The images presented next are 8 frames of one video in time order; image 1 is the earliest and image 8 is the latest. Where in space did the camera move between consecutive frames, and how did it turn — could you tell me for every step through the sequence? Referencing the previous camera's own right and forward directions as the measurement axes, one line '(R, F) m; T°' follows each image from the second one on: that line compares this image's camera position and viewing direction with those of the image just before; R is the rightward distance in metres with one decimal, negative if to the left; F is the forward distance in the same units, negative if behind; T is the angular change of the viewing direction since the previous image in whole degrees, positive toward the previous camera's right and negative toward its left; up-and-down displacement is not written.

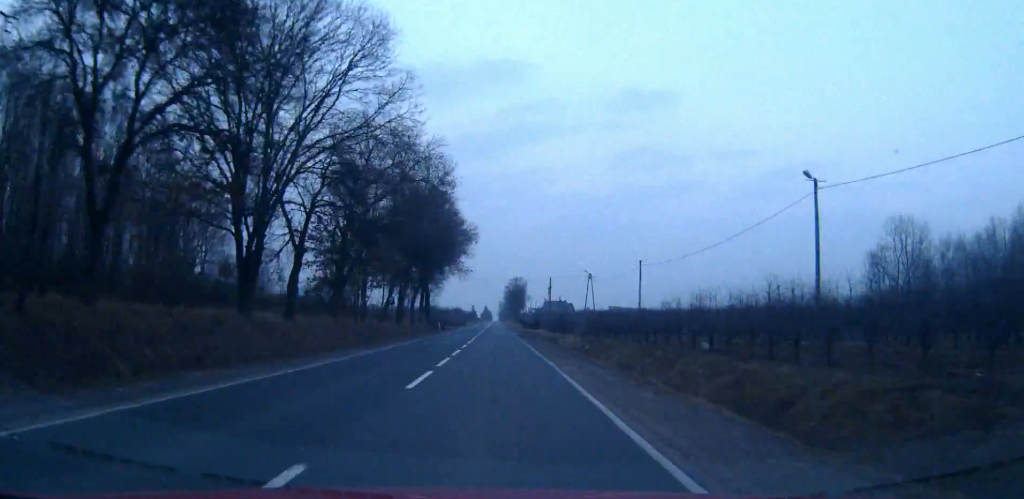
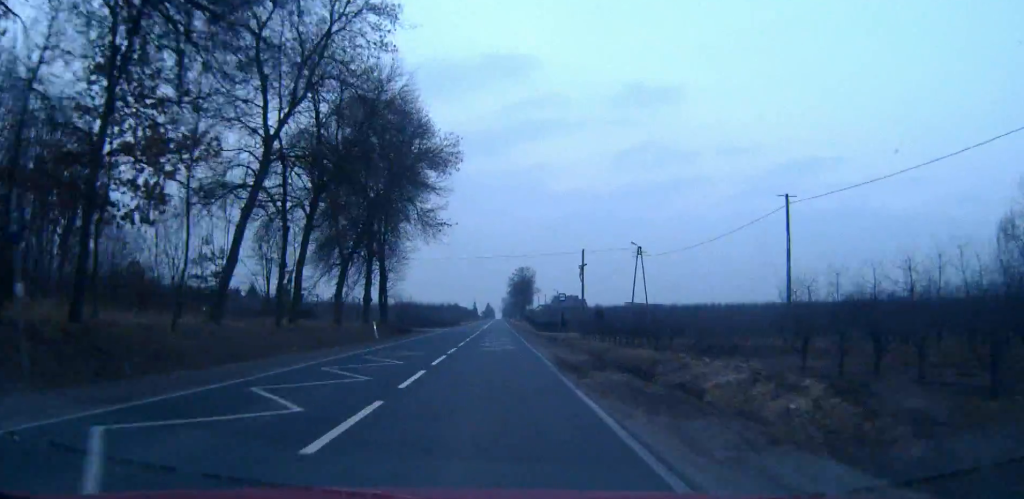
(0.0, +41.7) m; 0°
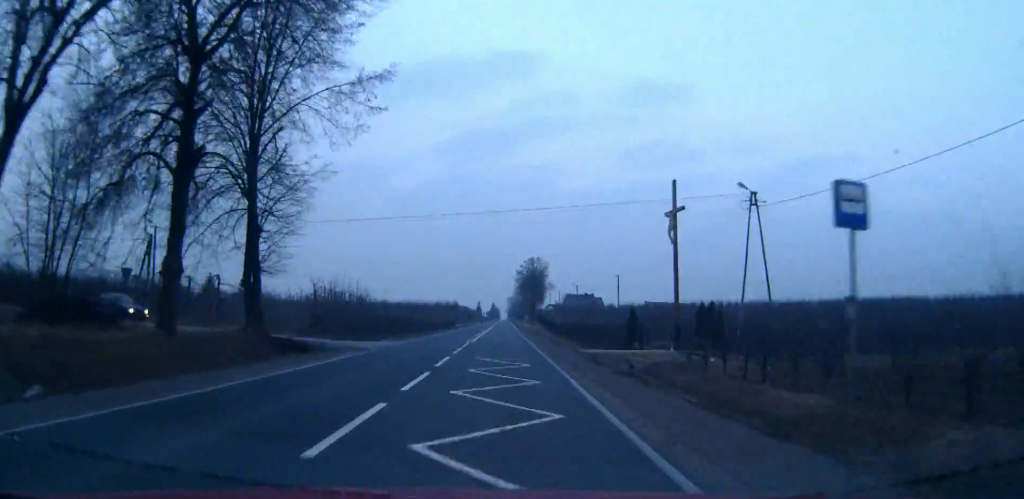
(-0.1, +35.8) m; -1°
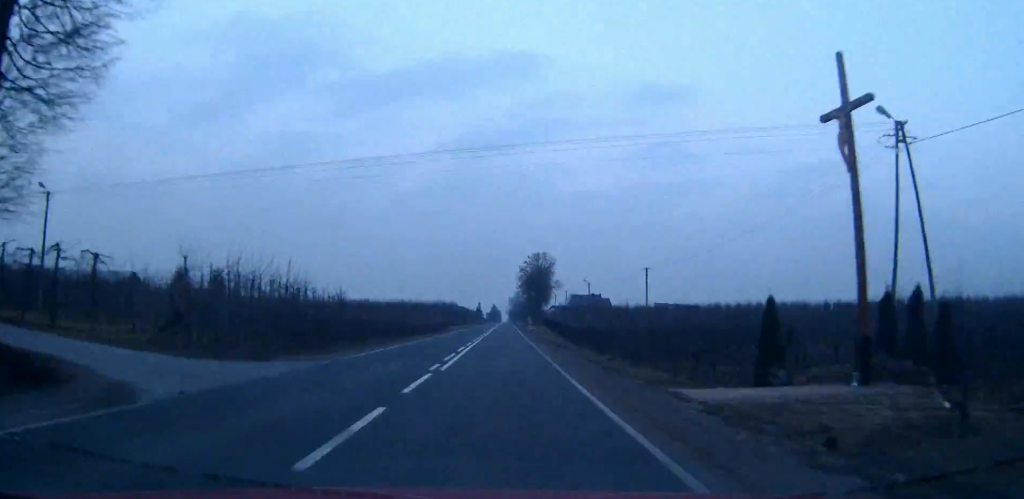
(-0.1, +18.3) m; 0°
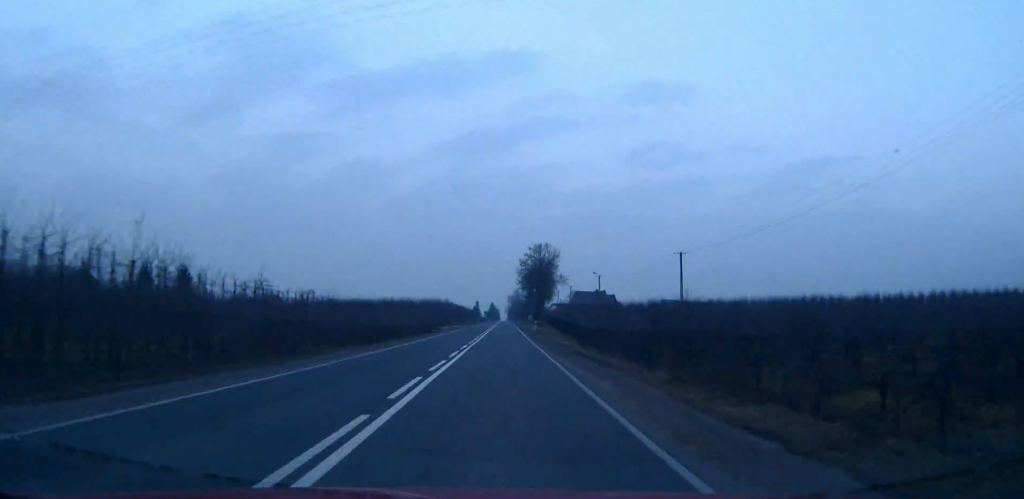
(0.0, +15.9) m; 0°
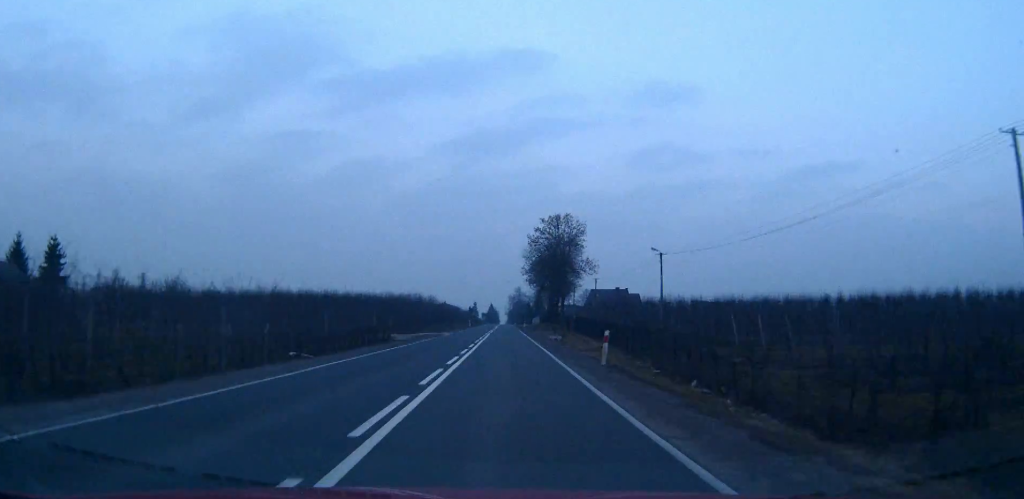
(+0.2, +44.8) m; 0°
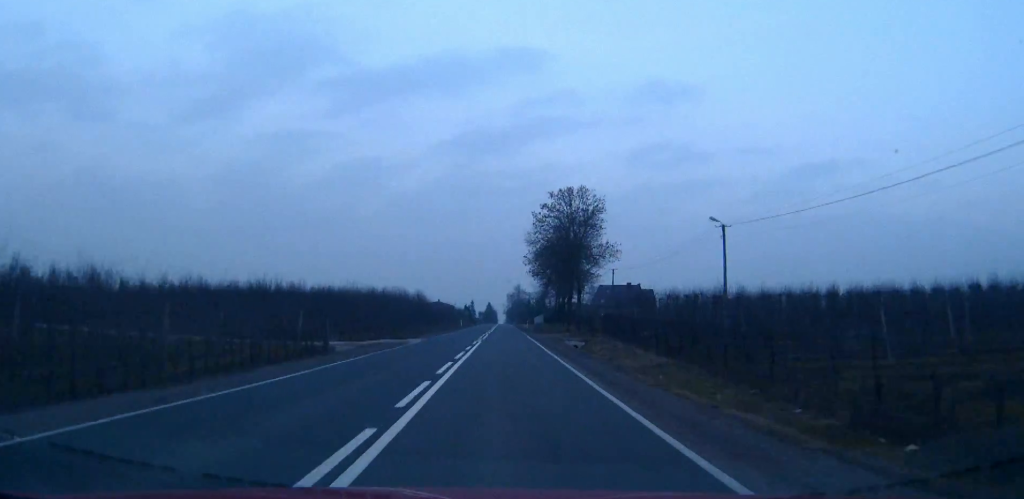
(0.0, +20.9) m; 0°
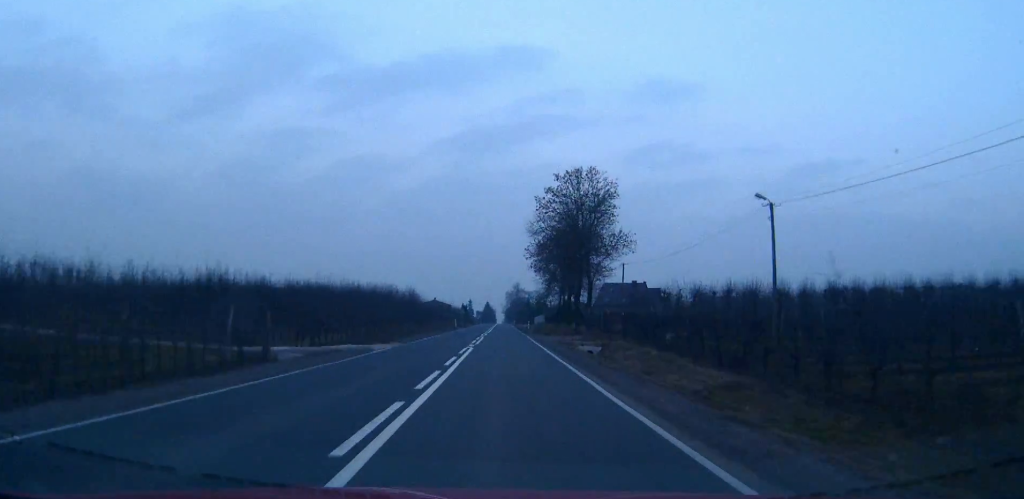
(0.0, +9.7) m; 0°
